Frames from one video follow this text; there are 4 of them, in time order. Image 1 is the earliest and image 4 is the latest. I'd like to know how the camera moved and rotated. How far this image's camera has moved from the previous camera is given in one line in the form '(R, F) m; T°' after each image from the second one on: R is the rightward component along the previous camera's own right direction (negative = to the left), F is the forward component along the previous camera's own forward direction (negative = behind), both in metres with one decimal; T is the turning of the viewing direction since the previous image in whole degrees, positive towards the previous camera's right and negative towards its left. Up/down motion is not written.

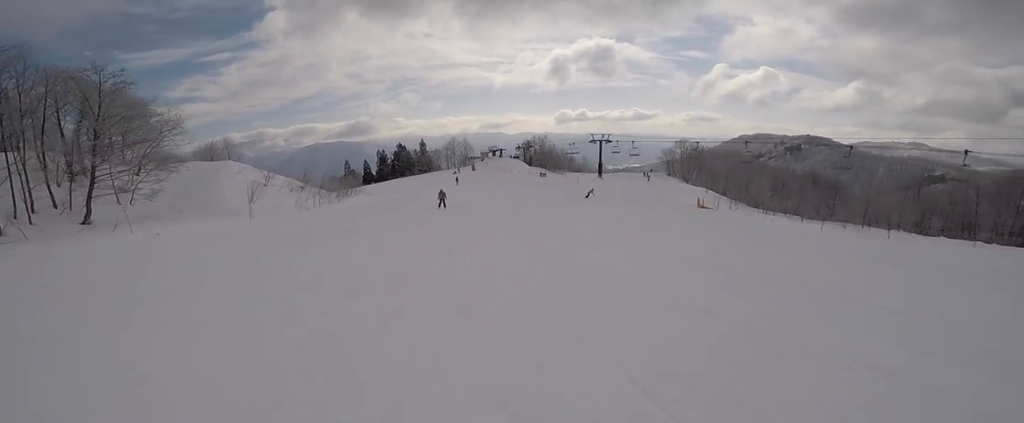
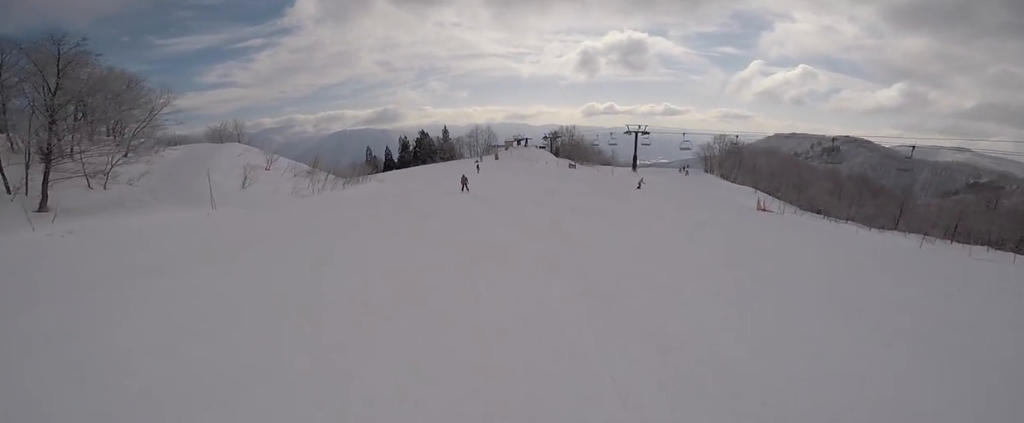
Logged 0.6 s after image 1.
(+0.1, +5.2) m; -3°
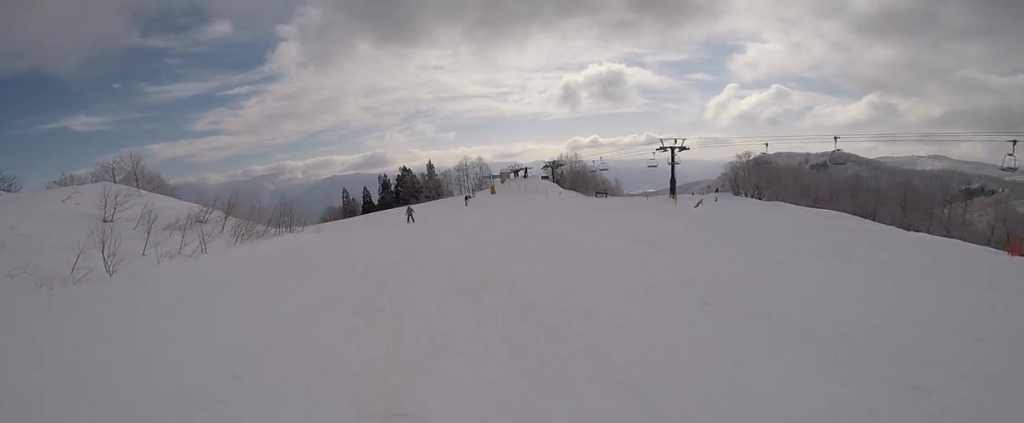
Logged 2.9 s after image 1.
(-1.5, +18.3) m; -3°
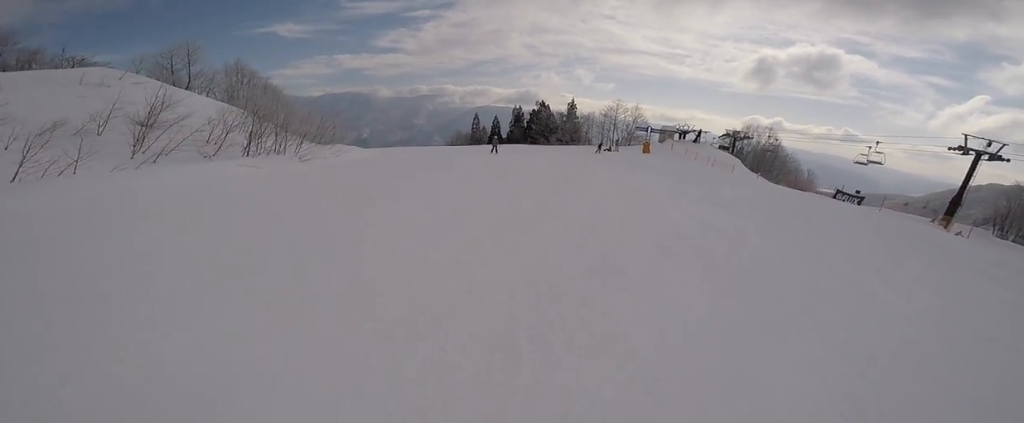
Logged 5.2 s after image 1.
(-1.9, +16.5) m; -11°
